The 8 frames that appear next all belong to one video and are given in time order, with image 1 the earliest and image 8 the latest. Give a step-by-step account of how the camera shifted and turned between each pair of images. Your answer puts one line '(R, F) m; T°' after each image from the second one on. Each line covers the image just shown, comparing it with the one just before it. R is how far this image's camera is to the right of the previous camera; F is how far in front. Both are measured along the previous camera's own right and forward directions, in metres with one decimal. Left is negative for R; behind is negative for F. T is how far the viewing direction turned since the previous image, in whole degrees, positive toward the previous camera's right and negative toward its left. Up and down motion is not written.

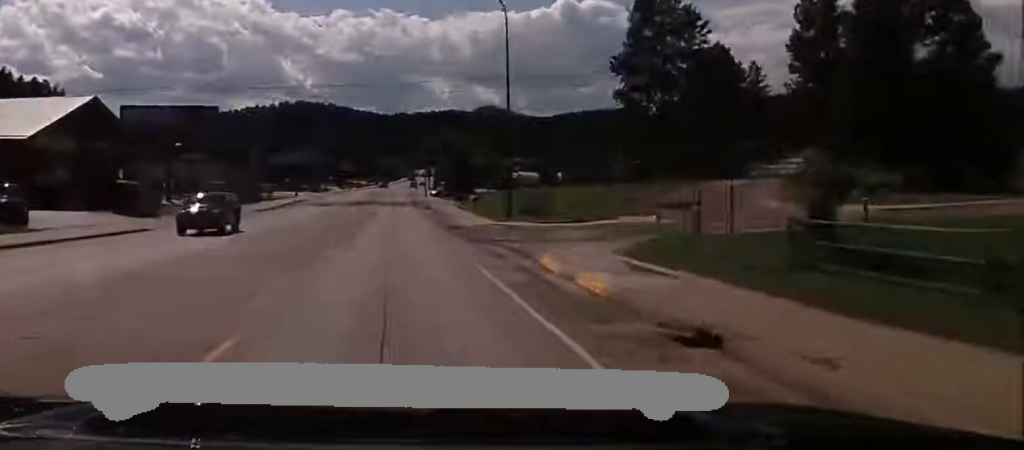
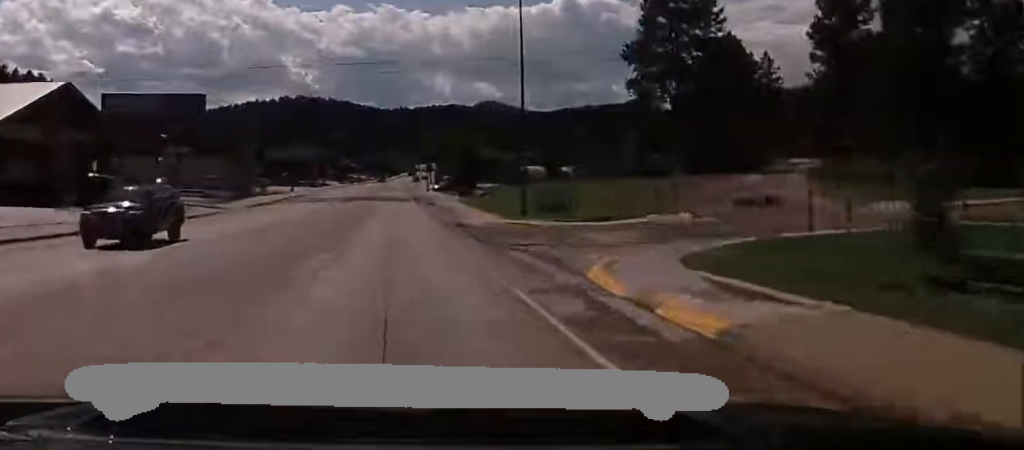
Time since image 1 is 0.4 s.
(0.0, +5.2) m; 0°
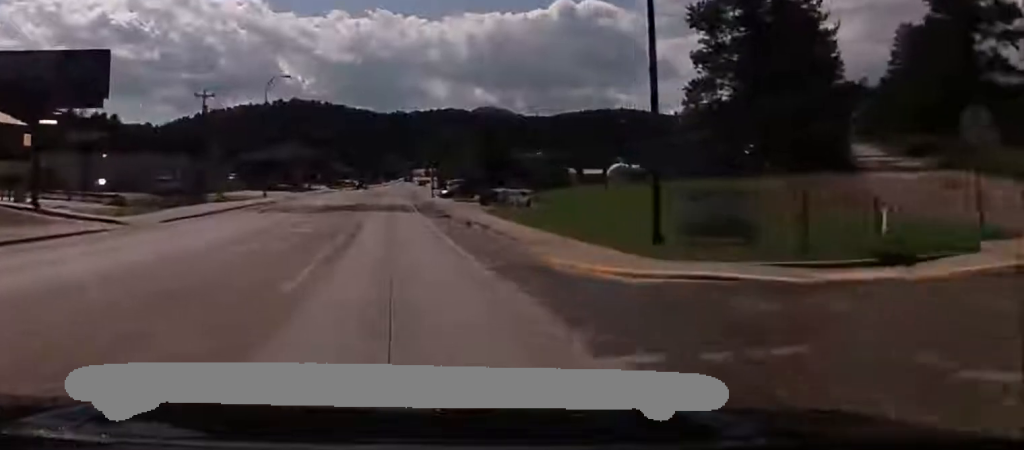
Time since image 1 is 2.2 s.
(0.0, +23.3) m; 0°
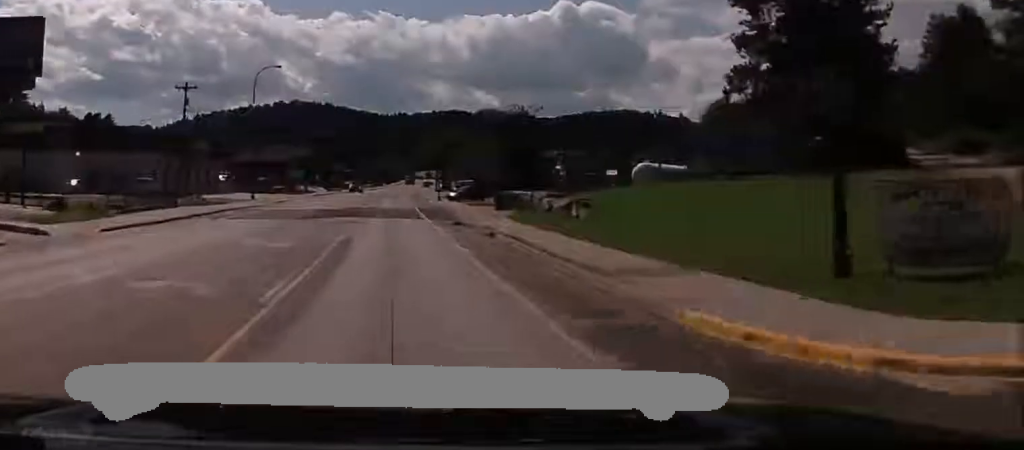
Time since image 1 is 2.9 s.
(0.0, +9.5) m; +1°
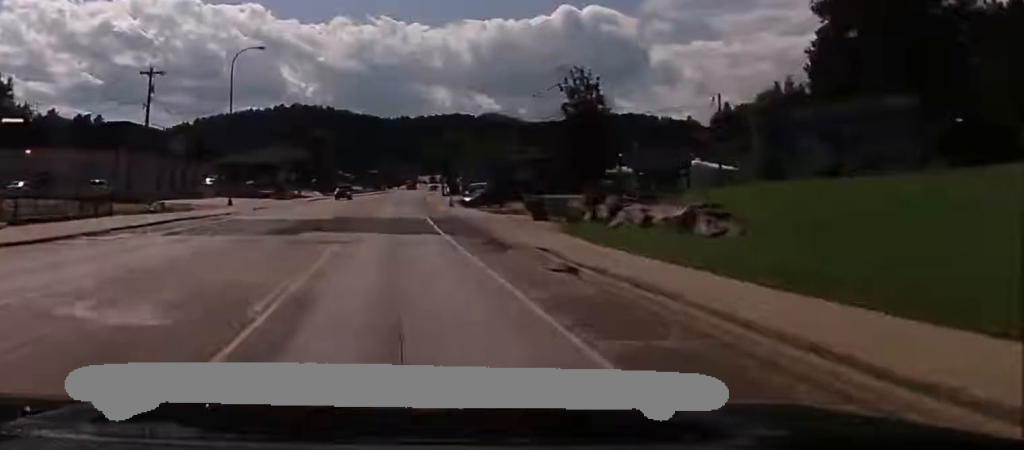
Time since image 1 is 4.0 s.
(+0.1, +13.7) m; 0°
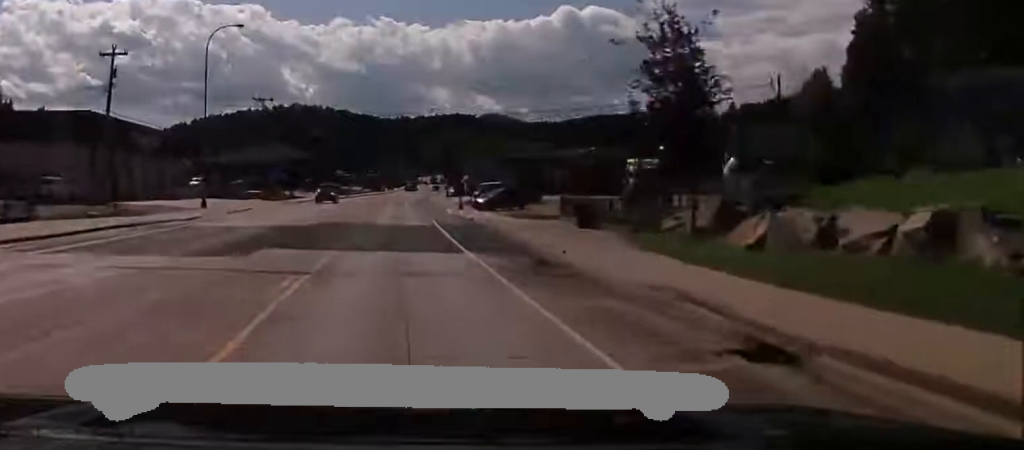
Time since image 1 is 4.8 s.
(0.0, +10.3) m; -1°
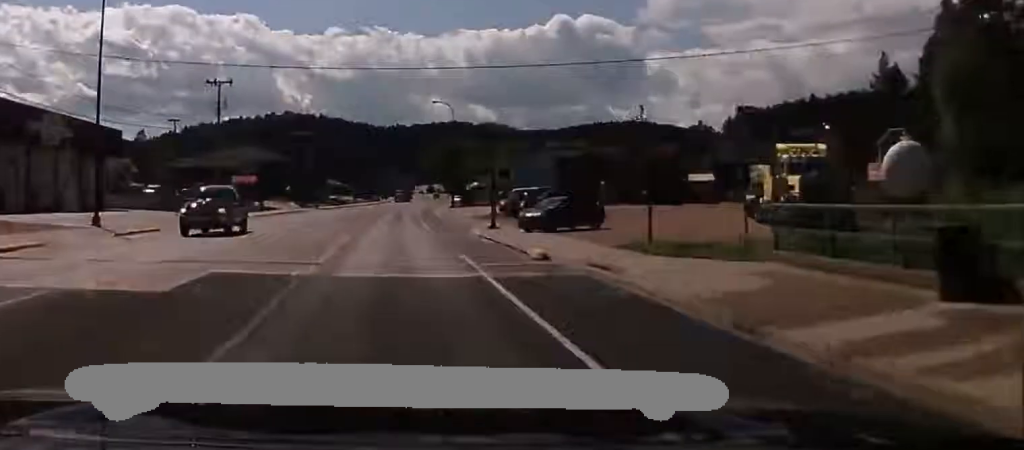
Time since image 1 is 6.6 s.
(-0.3, +22.7) m; -1°
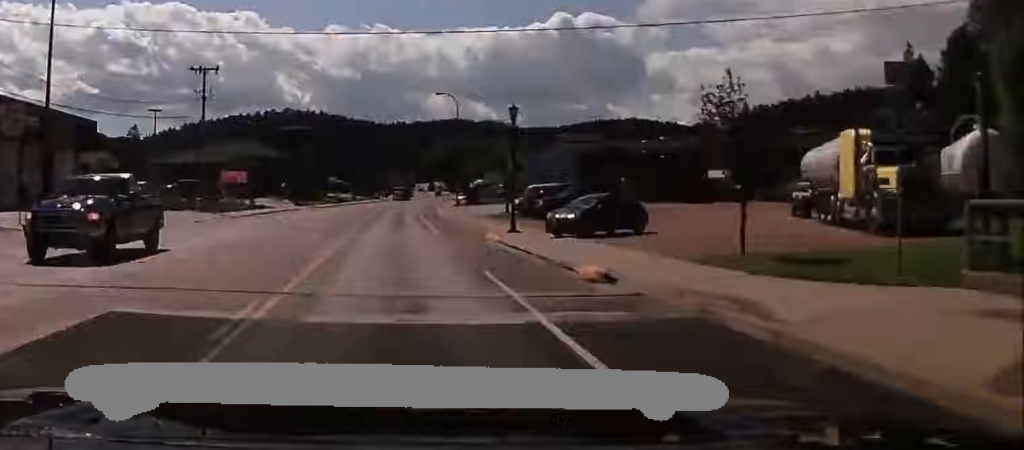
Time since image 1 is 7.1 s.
(0.0, +6.4) m; 0°
